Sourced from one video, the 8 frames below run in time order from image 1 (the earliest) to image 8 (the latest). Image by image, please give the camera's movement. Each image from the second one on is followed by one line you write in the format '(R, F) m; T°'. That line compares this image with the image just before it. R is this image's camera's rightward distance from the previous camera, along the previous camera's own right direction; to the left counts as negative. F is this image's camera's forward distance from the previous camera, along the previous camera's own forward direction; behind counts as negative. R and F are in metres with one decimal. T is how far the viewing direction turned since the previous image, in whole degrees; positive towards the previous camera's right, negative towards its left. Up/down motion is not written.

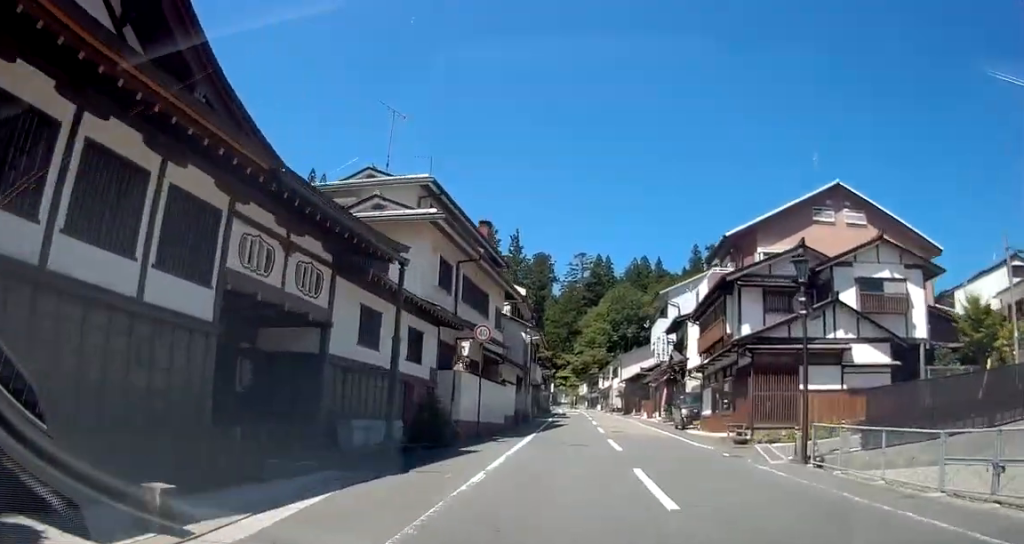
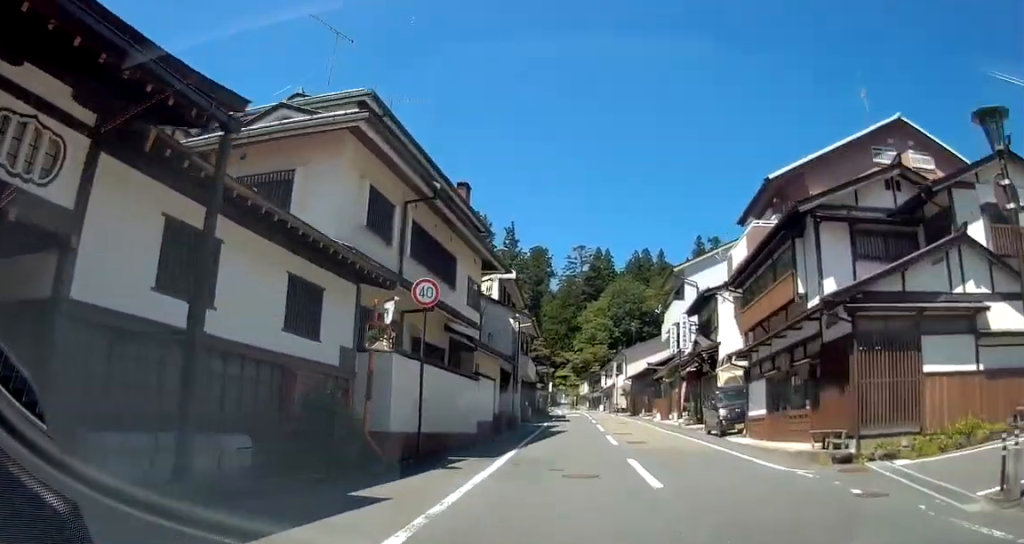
(-0.3, +8.3) m; -1°
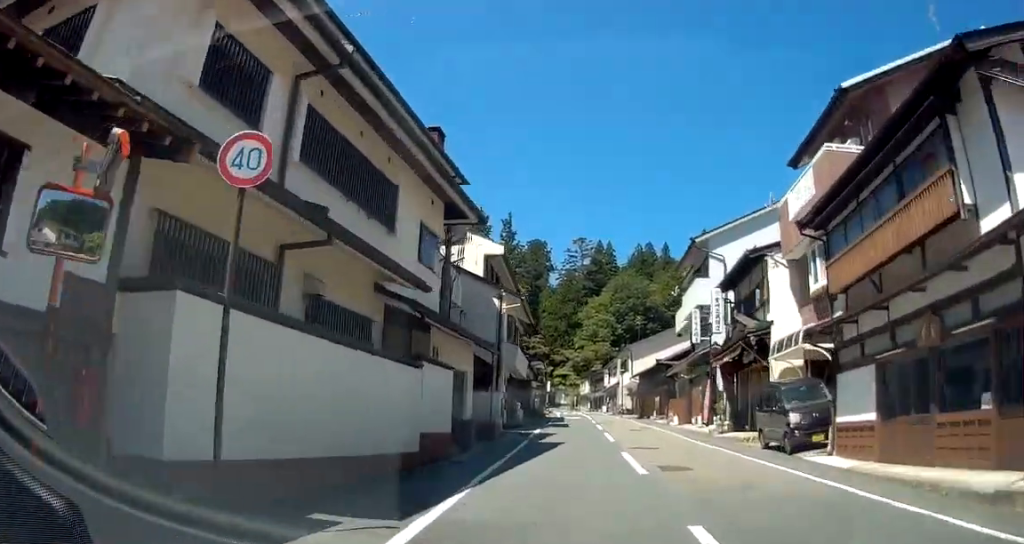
(0.0, +7.9) m; +1°
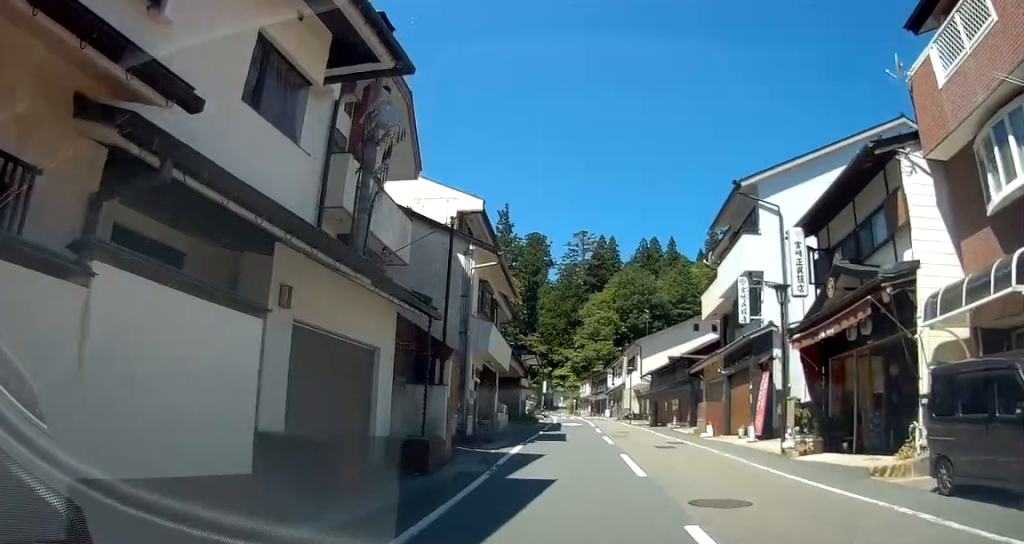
(+0.1, +9.9) m; +1°
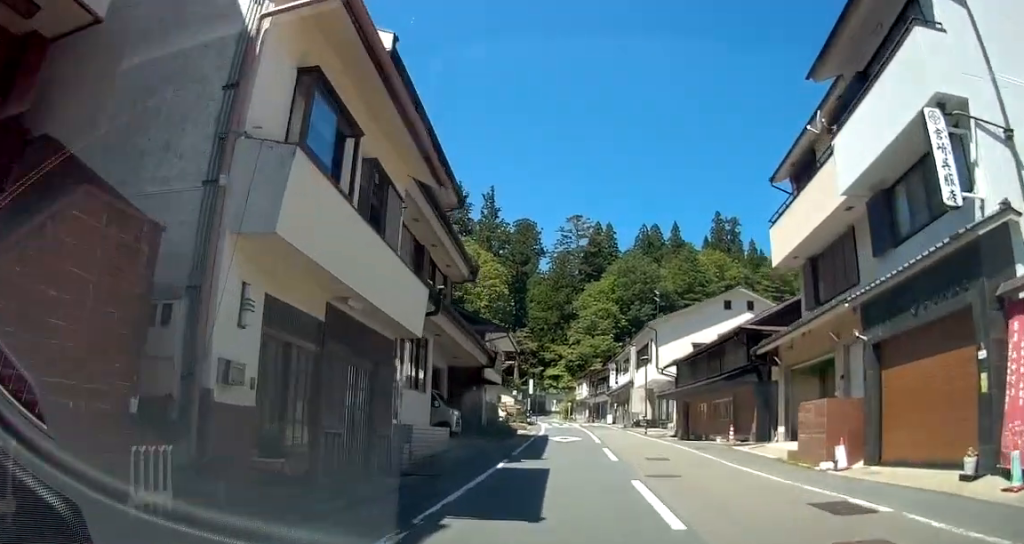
(+0.2, +15.0) m; 0°
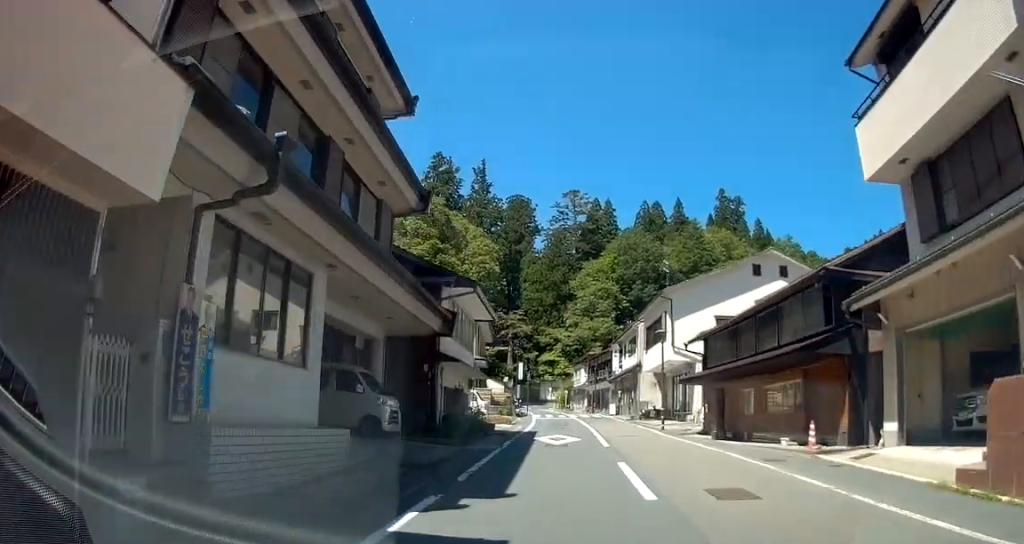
(-0.1, +8.5) m; -1°
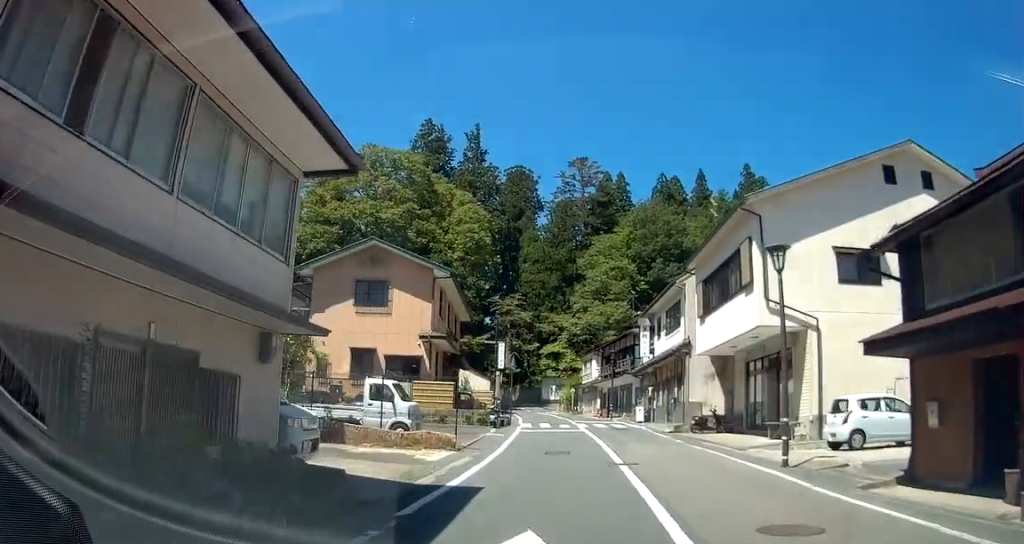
(-0.2, +17.1) m; -1°
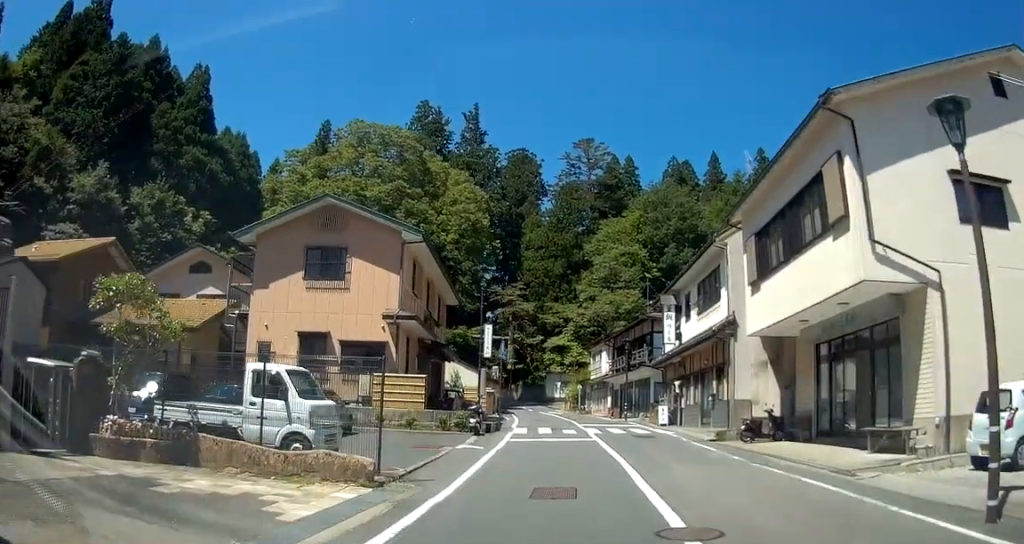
(0.0, +7.0) m; +1°
